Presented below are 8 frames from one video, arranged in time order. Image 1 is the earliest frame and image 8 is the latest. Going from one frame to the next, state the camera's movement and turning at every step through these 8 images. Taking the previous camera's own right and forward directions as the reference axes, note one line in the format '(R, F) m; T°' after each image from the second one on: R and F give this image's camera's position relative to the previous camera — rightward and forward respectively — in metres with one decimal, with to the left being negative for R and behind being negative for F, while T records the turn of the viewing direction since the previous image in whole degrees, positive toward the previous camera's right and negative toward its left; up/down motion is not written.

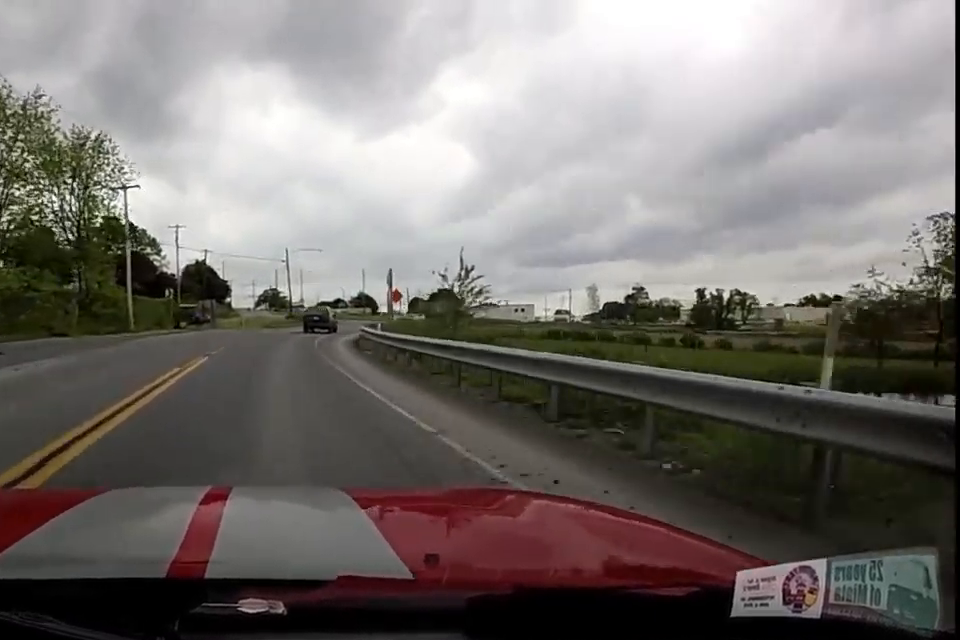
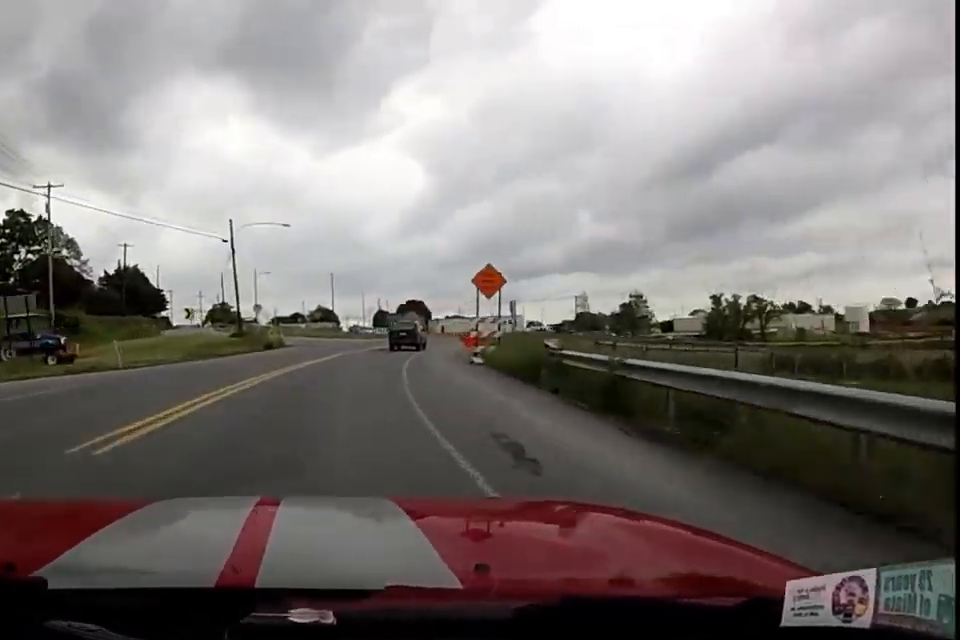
(+4.9, +29.9) m; +15°
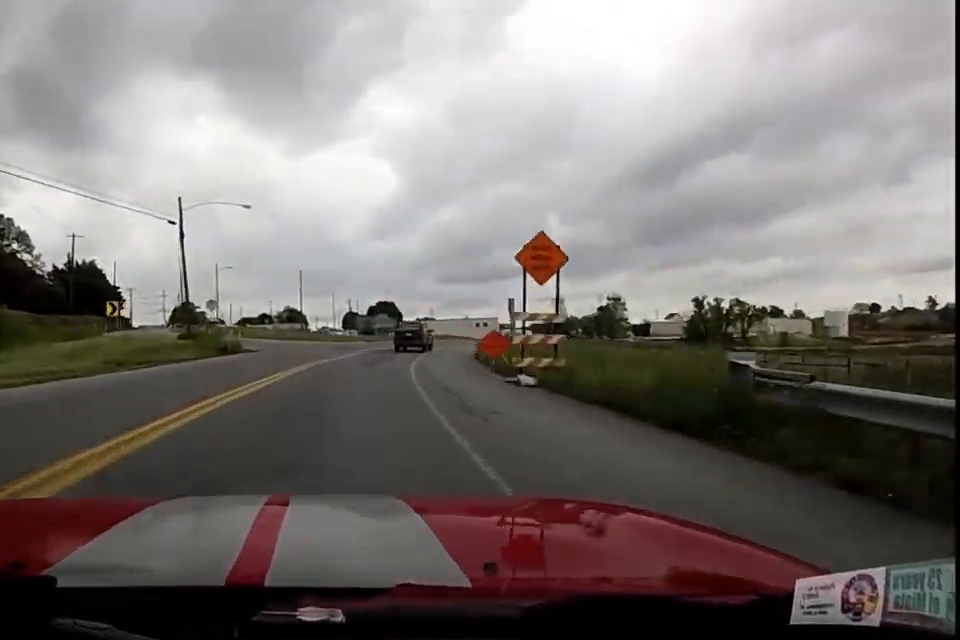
(+0.1, +7.5) m; +1°
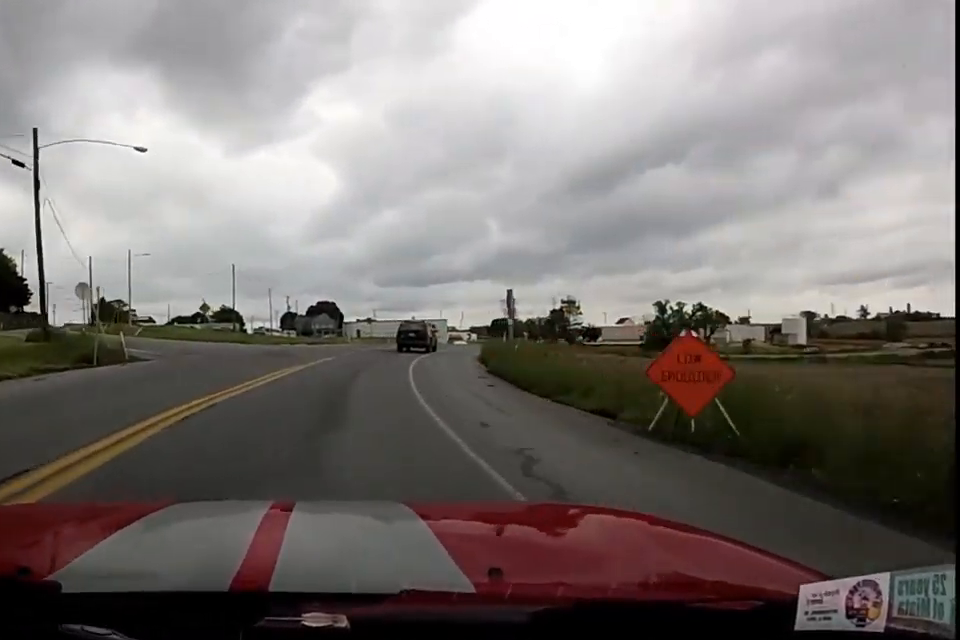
(+0.1, +12.5) m; +6°
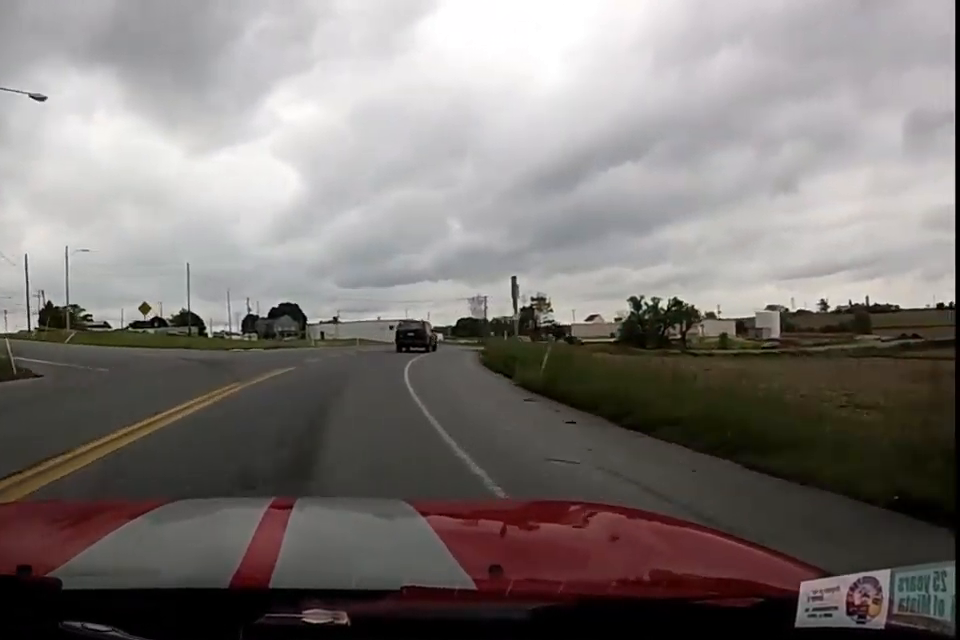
(-0.6, +6.7) m; +4°
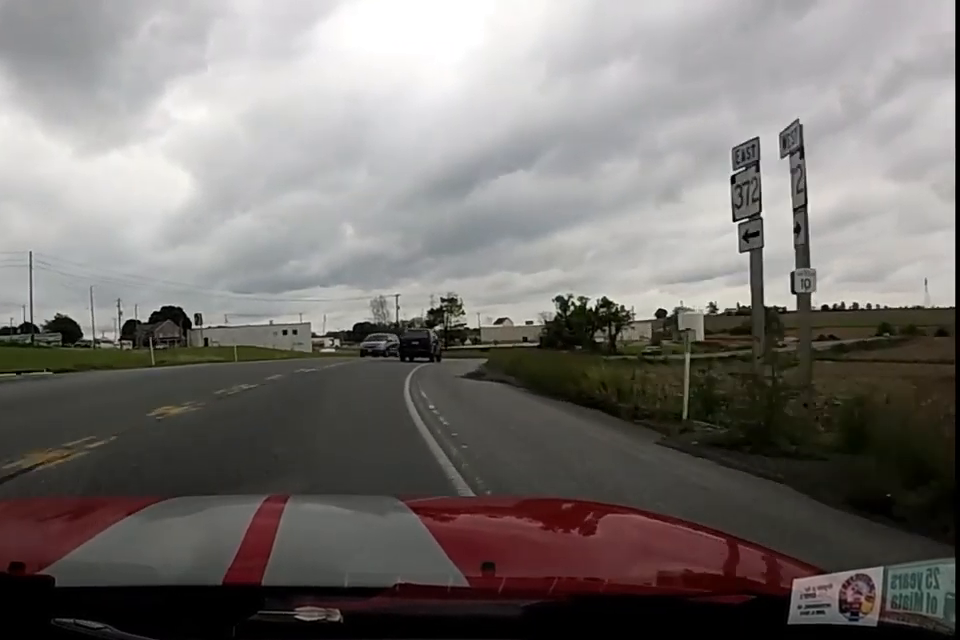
(+3.3, +19.5) m; +12°
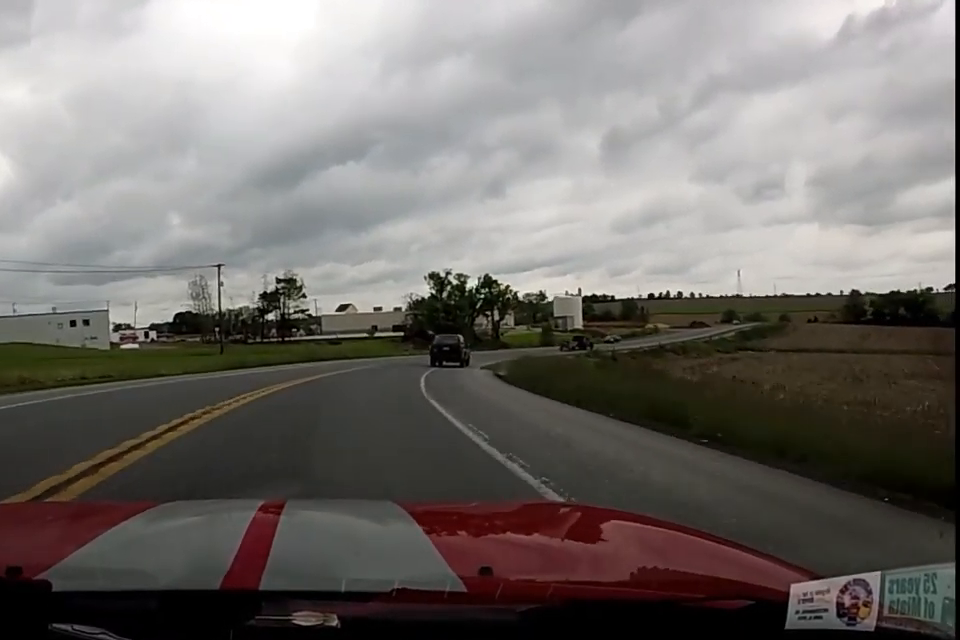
(+5.0, +32.5) m; +19°
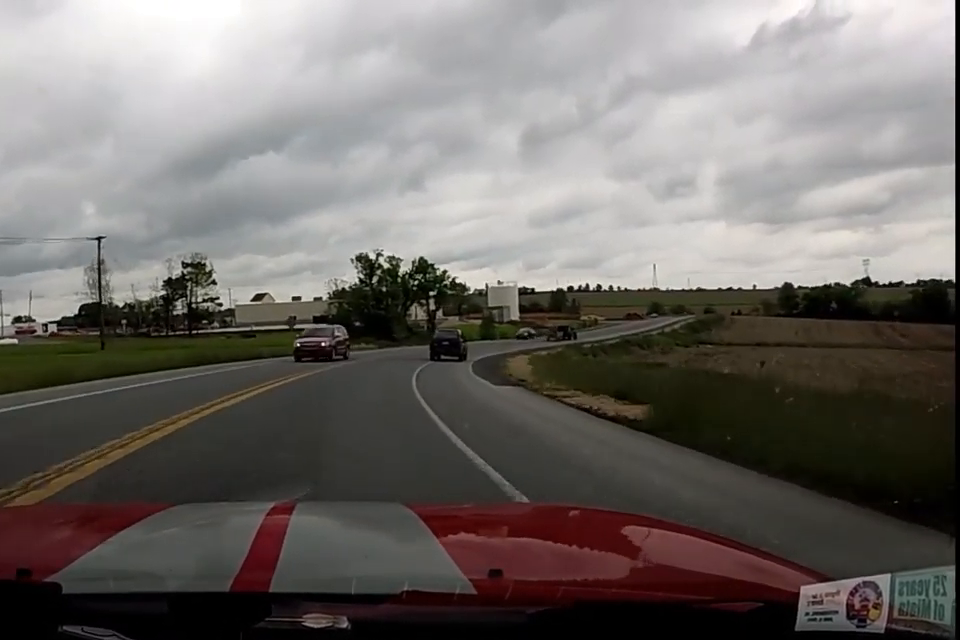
(+0.5, +14.0) m; +6°
